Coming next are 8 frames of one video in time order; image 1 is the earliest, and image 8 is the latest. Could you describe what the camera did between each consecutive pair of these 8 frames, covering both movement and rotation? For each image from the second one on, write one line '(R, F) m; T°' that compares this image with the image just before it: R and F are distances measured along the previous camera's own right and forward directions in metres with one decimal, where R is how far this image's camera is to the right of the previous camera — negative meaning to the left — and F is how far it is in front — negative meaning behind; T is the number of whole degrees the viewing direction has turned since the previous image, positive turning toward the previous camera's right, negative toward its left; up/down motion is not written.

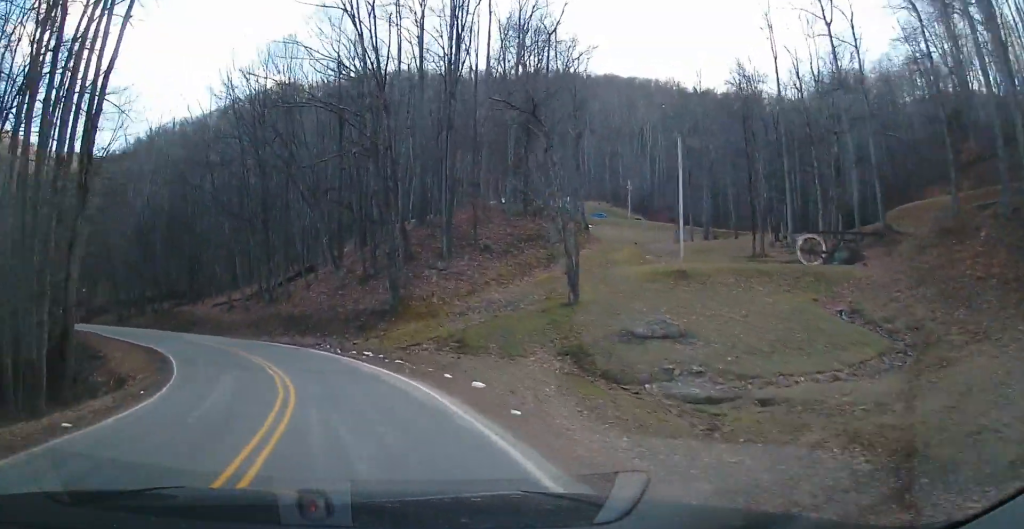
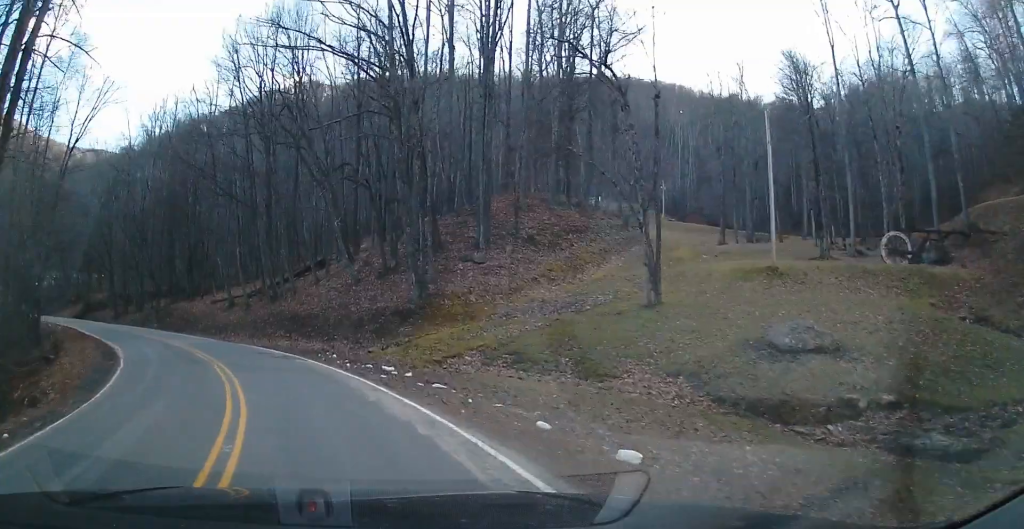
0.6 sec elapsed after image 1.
(-0.1, +6.9) m; -5°
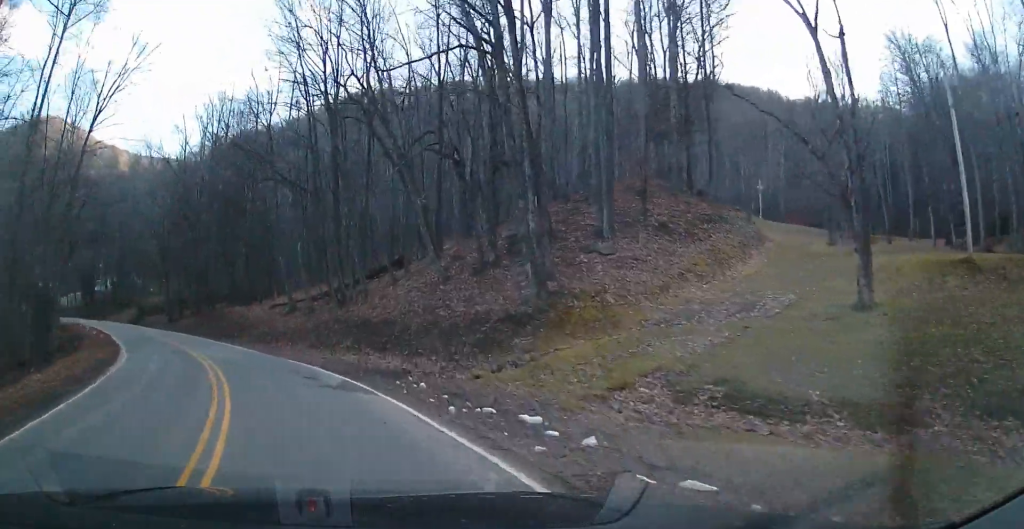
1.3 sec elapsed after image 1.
(-0.6, +7.6) m; -10°
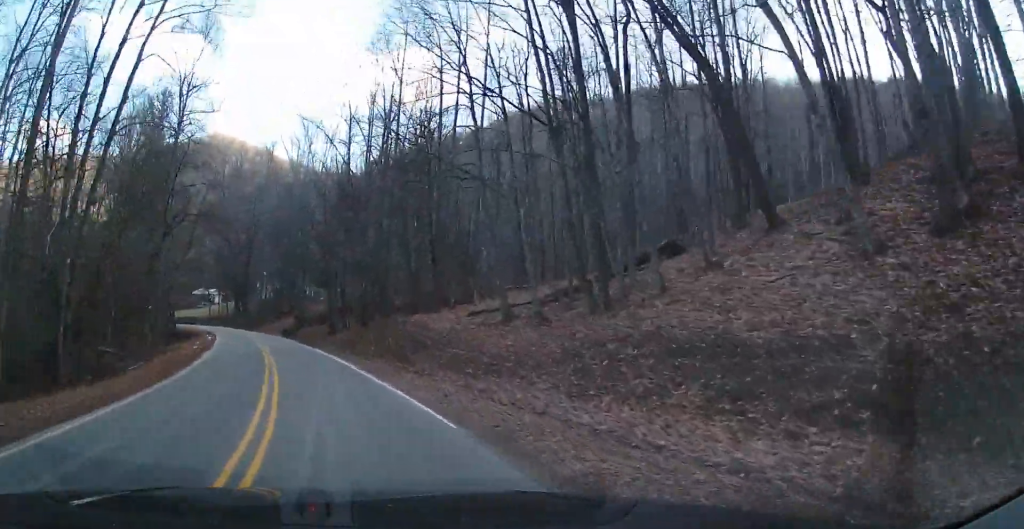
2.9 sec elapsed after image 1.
(-2.2, +16.1) m; -16°
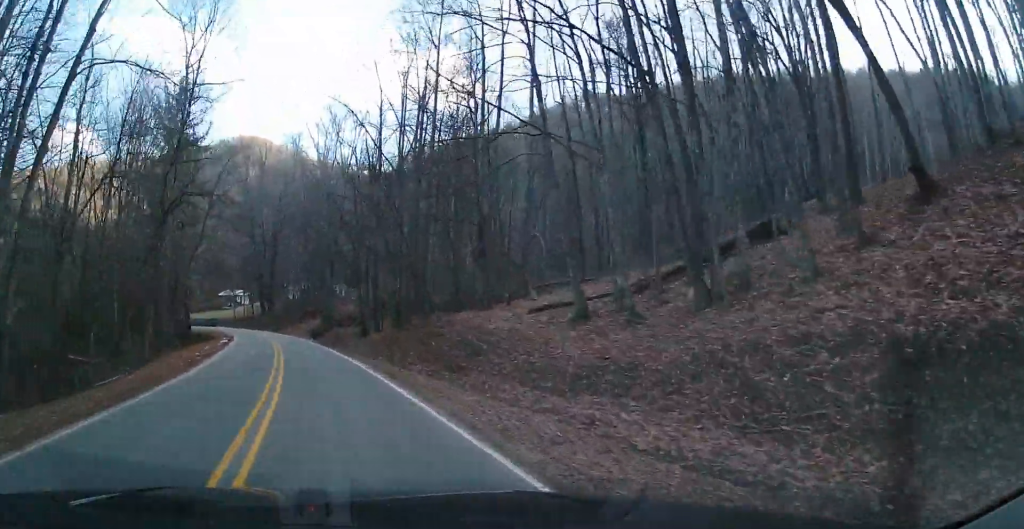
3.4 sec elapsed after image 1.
(0.0, +5.3) m; -5°
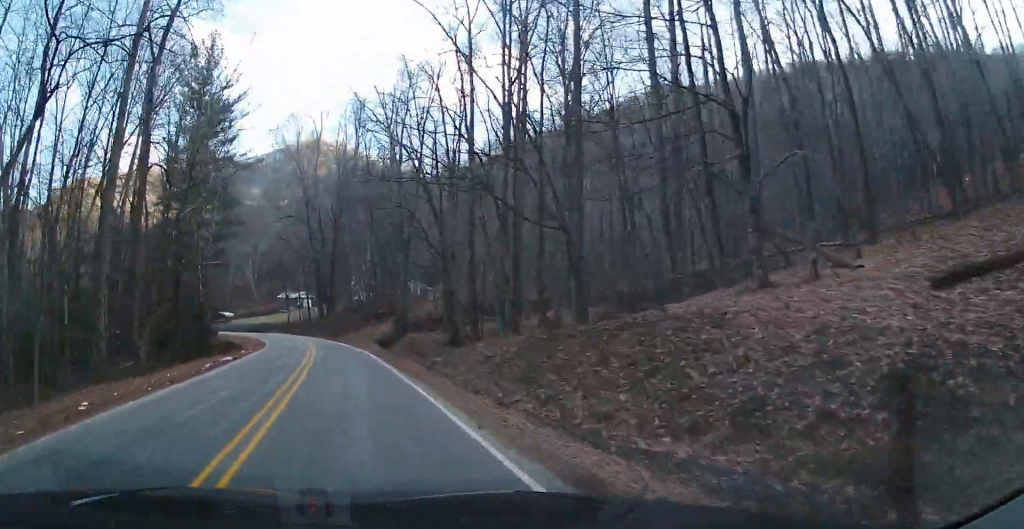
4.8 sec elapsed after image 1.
(-1.0, +16.7) m; -1°
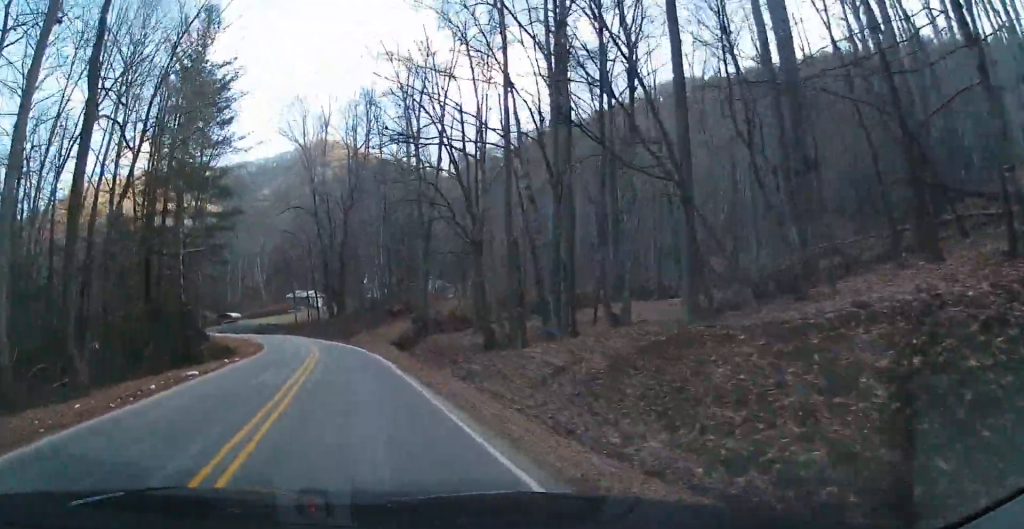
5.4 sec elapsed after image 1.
(+0.3, +6.7) m; 0°
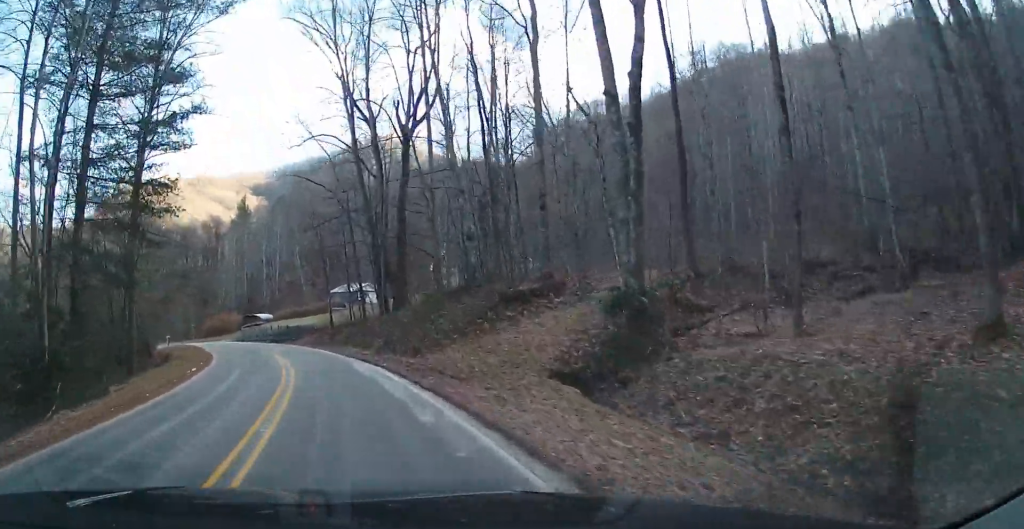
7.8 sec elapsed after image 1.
(-2.4, +28.4) m; -10°
